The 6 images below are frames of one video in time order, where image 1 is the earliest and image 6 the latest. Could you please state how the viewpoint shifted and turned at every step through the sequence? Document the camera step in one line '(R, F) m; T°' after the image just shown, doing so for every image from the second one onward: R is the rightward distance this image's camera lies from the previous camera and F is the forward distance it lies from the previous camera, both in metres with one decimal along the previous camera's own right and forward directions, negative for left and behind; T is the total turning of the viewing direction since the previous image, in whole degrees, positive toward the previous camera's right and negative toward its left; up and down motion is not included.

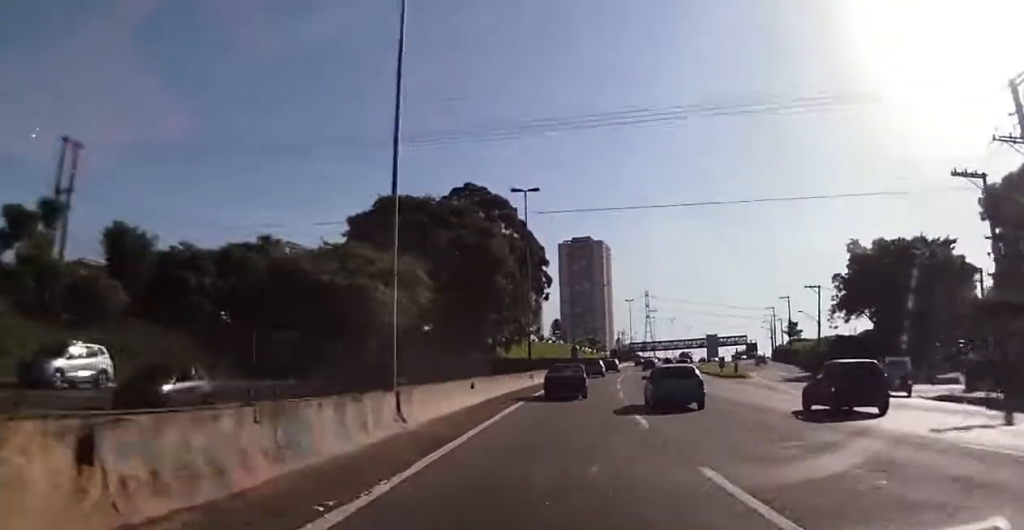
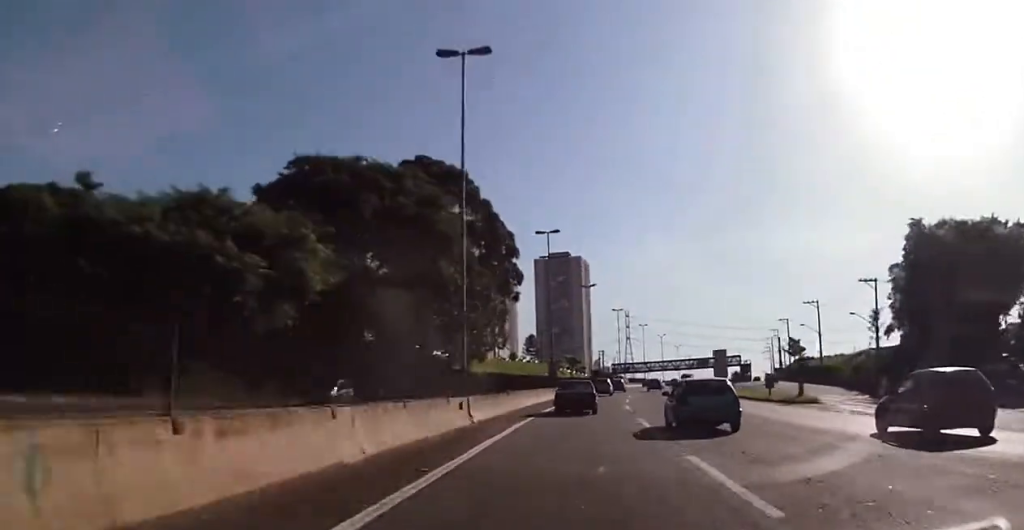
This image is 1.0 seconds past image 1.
(+0.2, +21.7) m; 0°
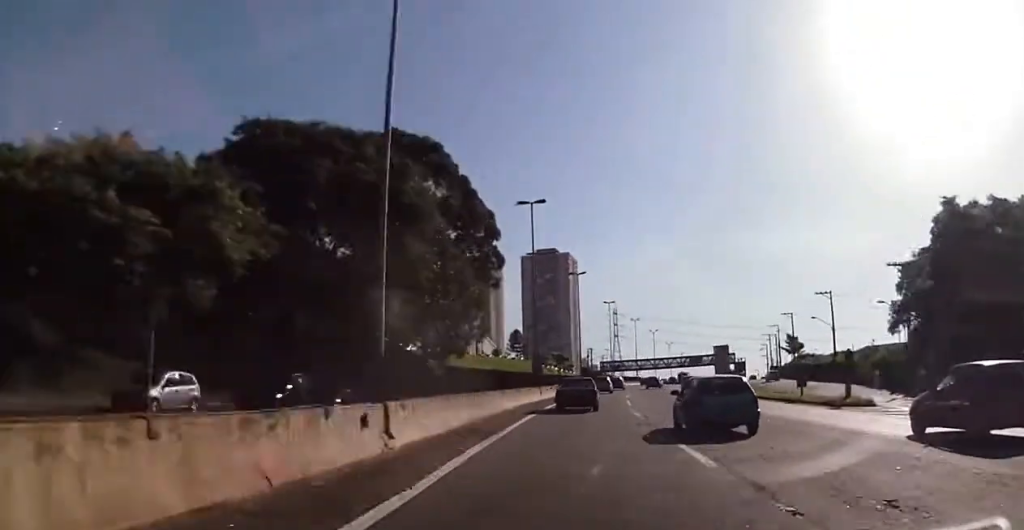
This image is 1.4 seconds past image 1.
(-0.1, +8.4) m; +1°
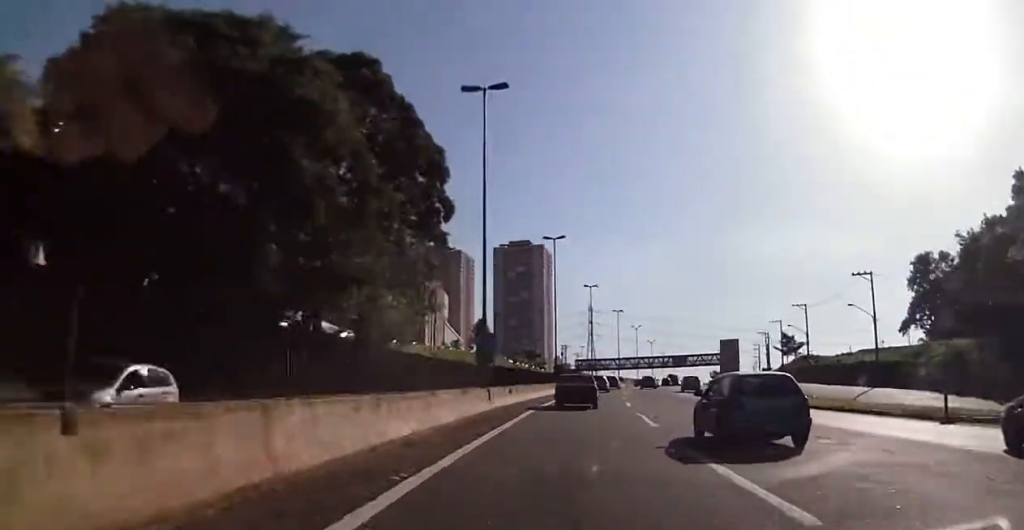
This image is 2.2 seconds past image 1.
(+0.1, +16.9) m; +3°
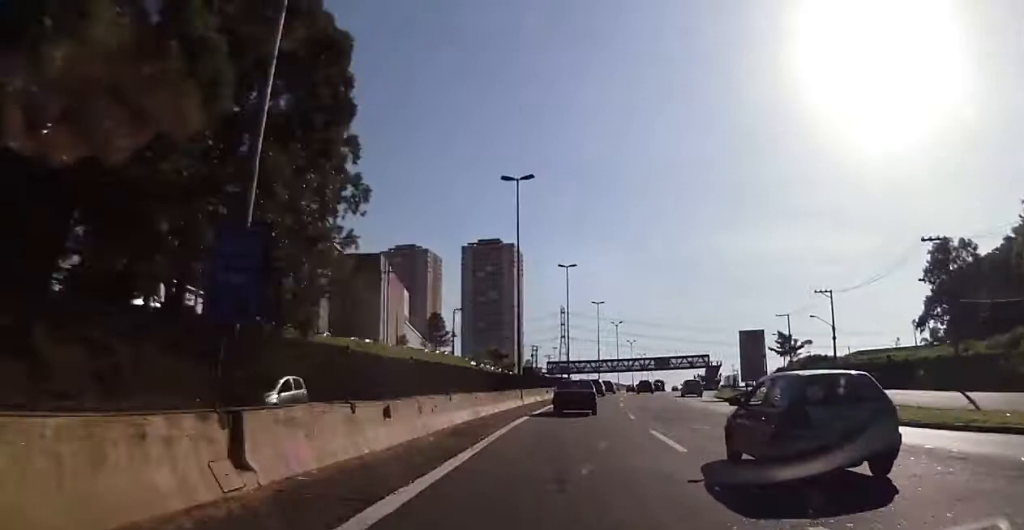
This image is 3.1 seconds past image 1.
(+0.8, +17.9) m; +3°
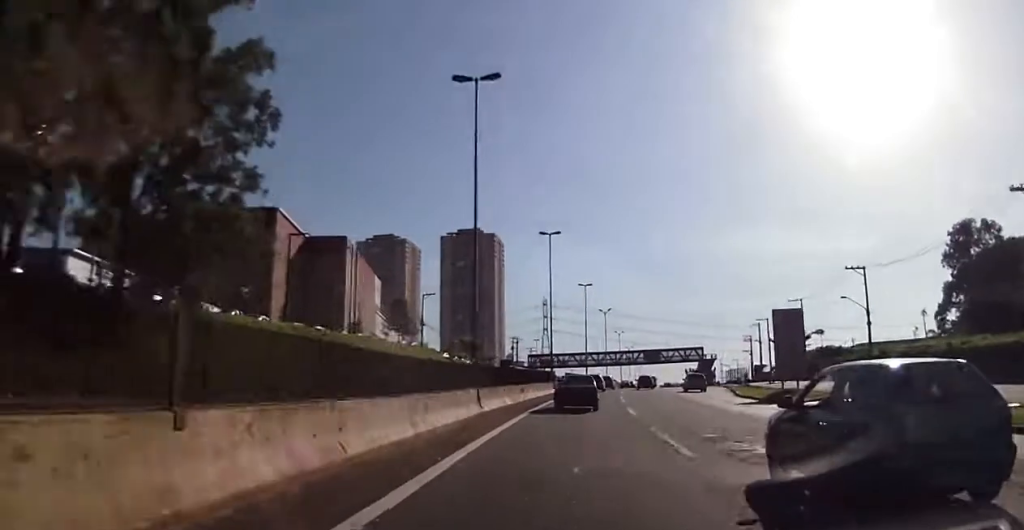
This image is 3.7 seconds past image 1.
(0.0, +13.0) m; +1°
